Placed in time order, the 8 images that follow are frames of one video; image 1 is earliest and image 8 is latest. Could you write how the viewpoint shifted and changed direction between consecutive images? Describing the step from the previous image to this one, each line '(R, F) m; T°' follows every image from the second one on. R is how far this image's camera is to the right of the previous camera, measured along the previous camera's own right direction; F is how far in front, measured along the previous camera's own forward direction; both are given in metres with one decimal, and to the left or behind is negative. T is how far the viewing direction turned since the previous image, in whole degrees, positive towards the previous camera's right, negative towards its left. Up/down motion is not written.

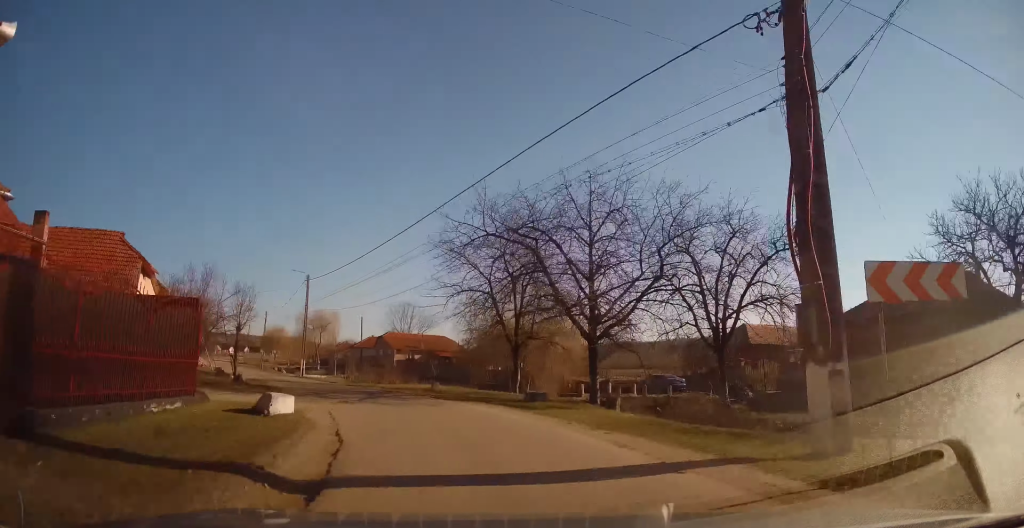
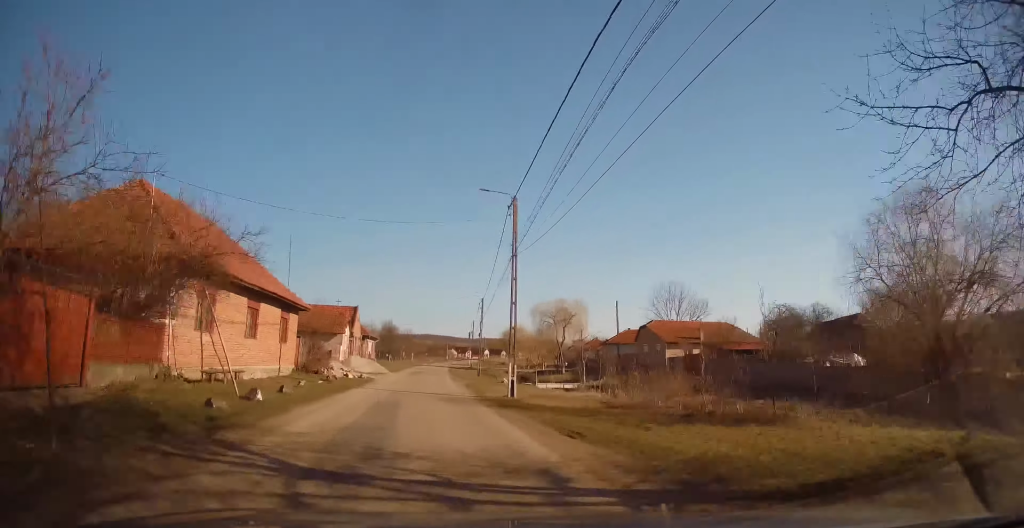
(-4.9, +22.3) m; -23°
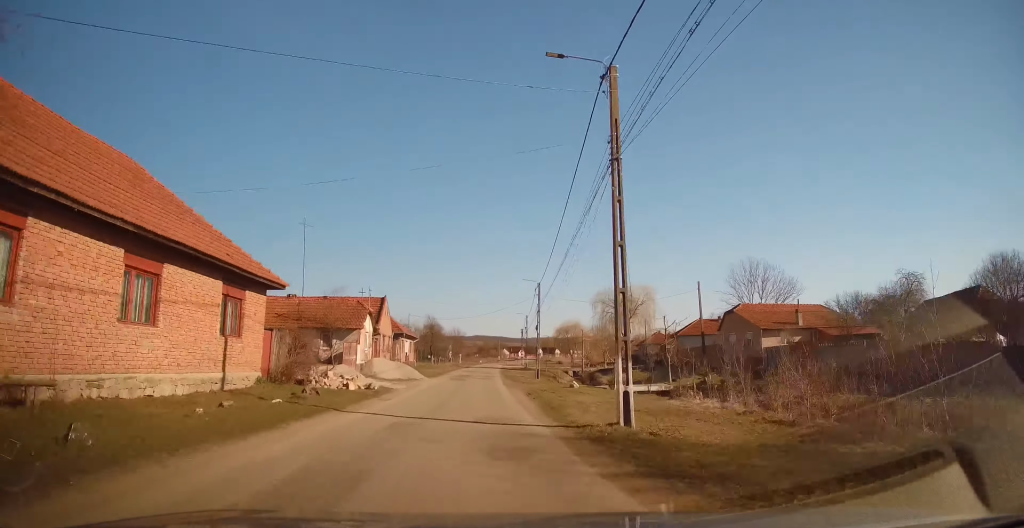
(-0.6, +10.3) m; -7°
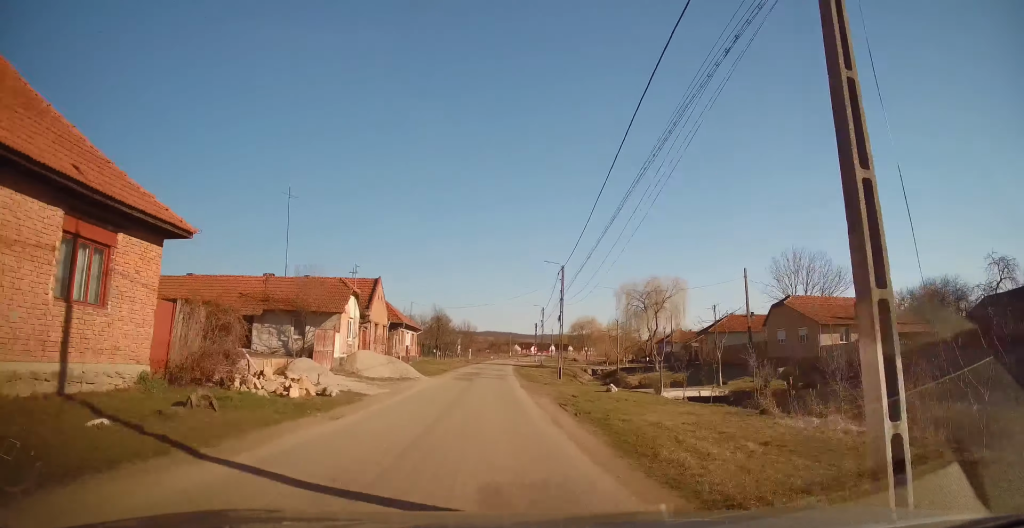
(-0.4, +7.3) m; -1°
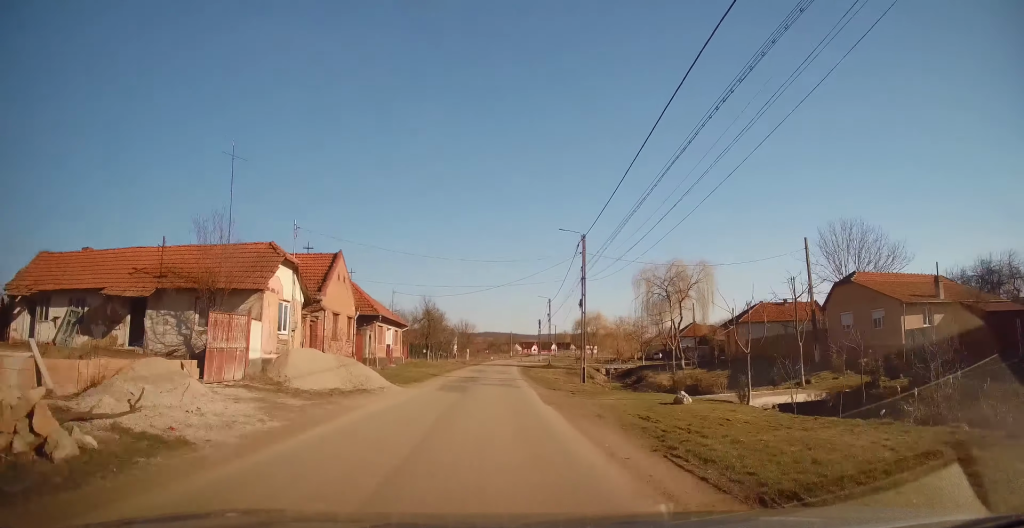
(-0.4, +9.4) m; -1°
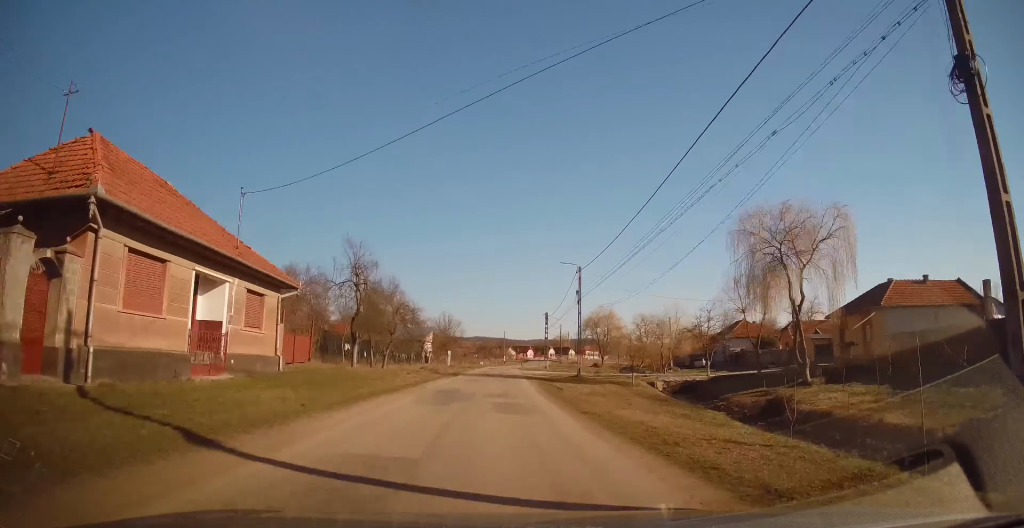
(+0.7, +26.4) m; +1°
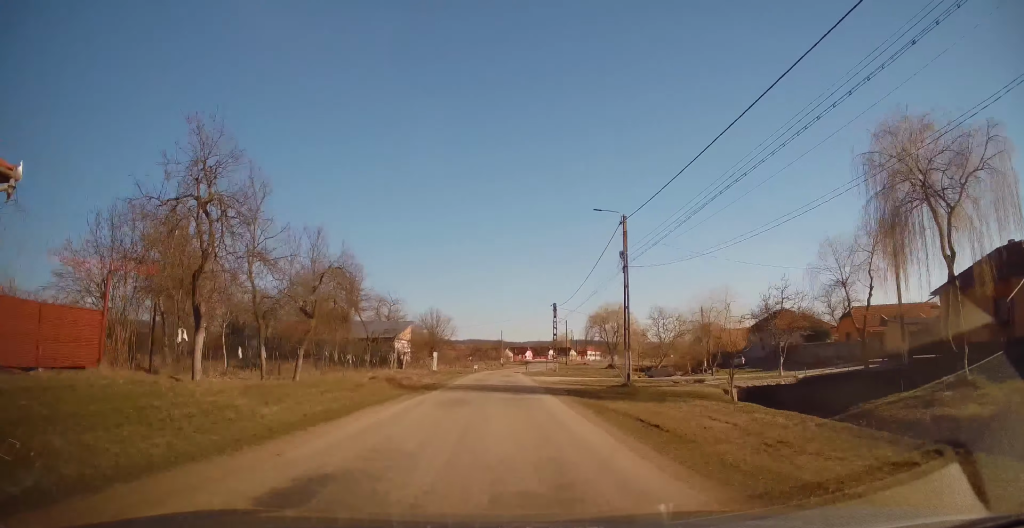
(-0.1, +14.4) m; 0°
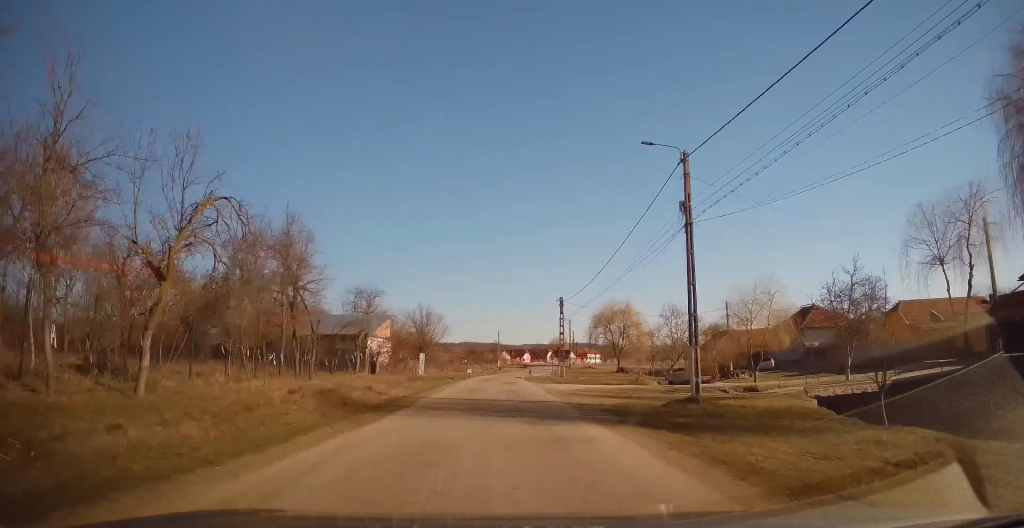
(-0.1, +8.5) m; 0°
